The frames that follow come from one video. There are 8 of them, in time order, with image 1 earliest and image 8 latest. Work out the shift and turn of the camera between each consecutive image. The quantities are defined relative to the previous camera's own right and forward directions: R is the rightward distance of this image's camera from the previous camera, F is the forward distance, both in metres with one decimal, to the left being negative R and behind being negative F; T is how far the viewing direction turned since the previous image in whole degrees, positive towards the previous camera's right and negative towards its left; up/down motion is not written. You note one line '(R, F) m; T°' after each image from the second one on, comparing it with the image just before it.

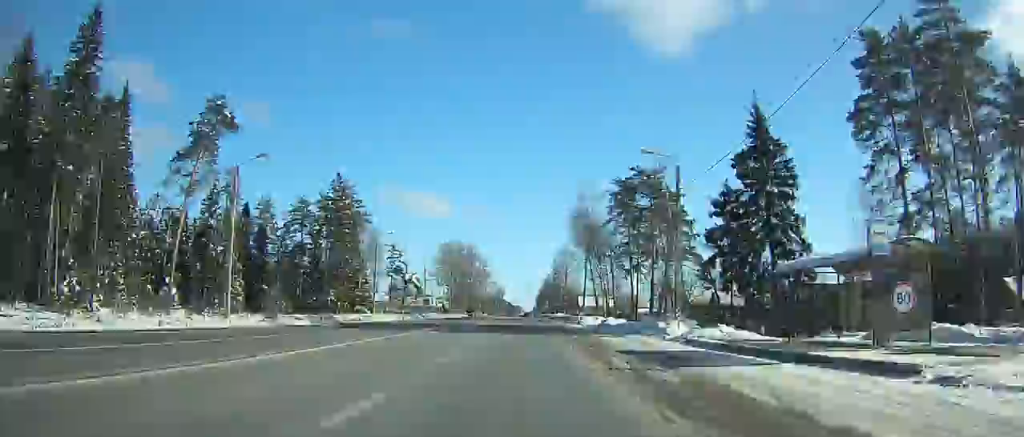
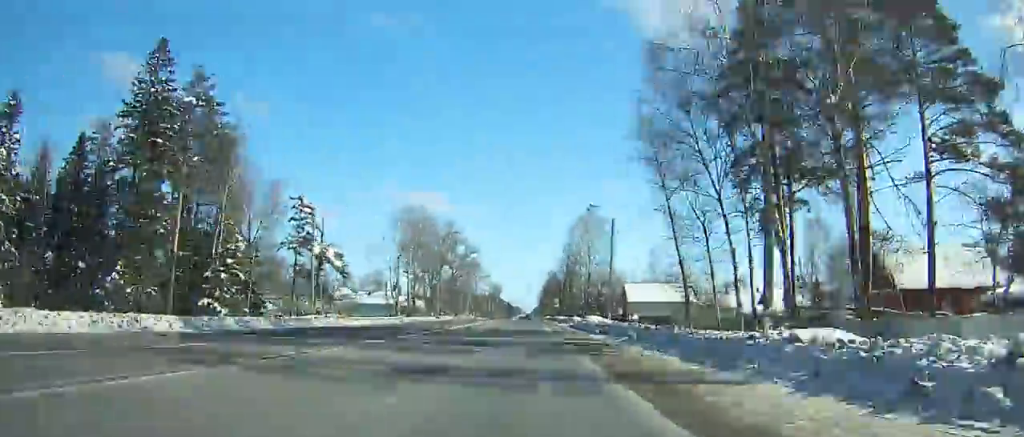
(-0.9, +51.2) m; -2°
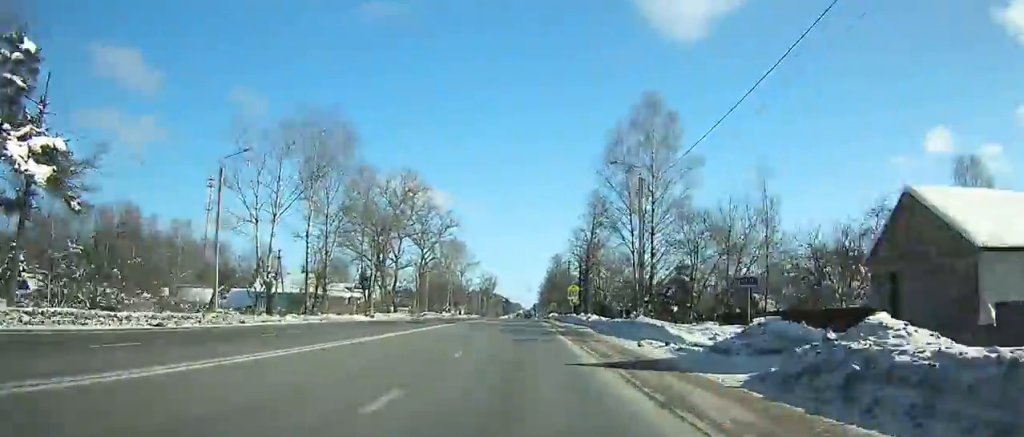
(+0.3, +42.5) m; -2°
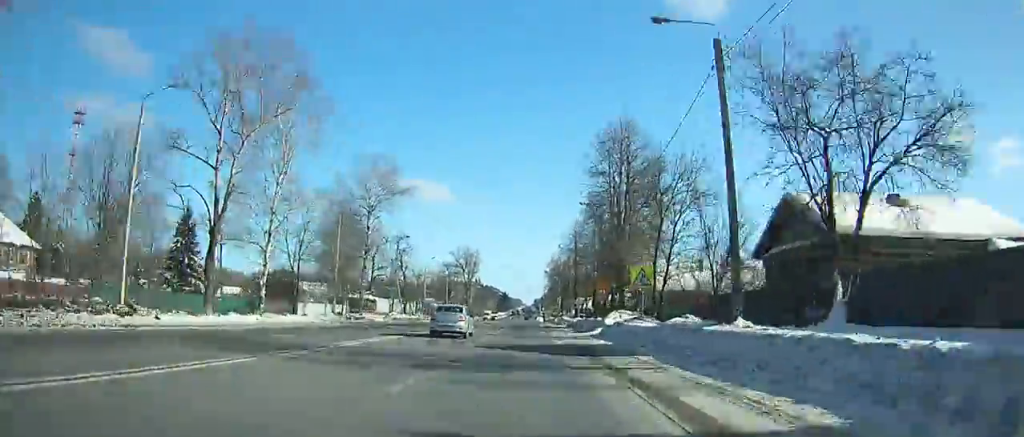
(+4.3, +102.9) m; +6°
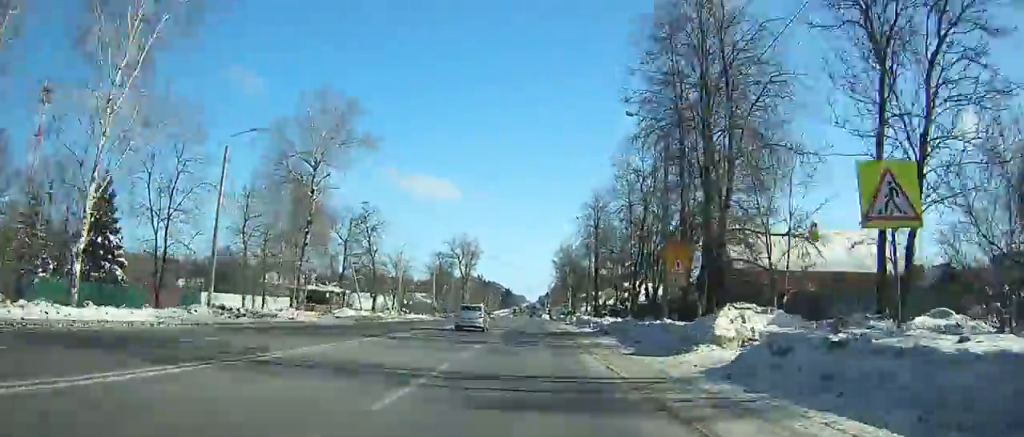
(+0.1, +26.7) m; 0°
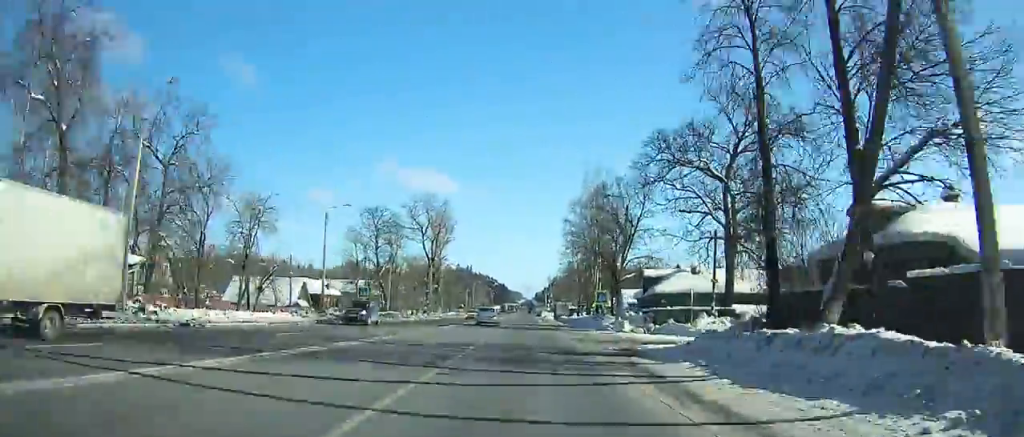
(-0.3, +61.2) m; -1°
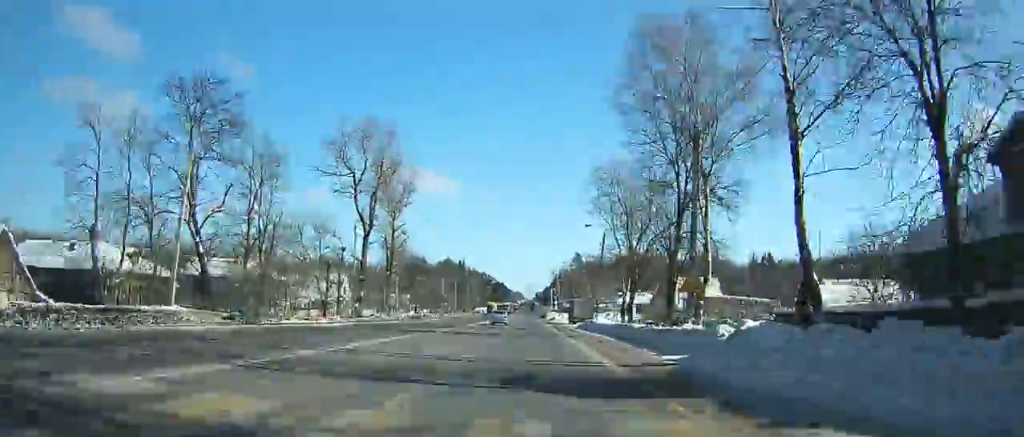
(-0.4, +50.8) m; -1°
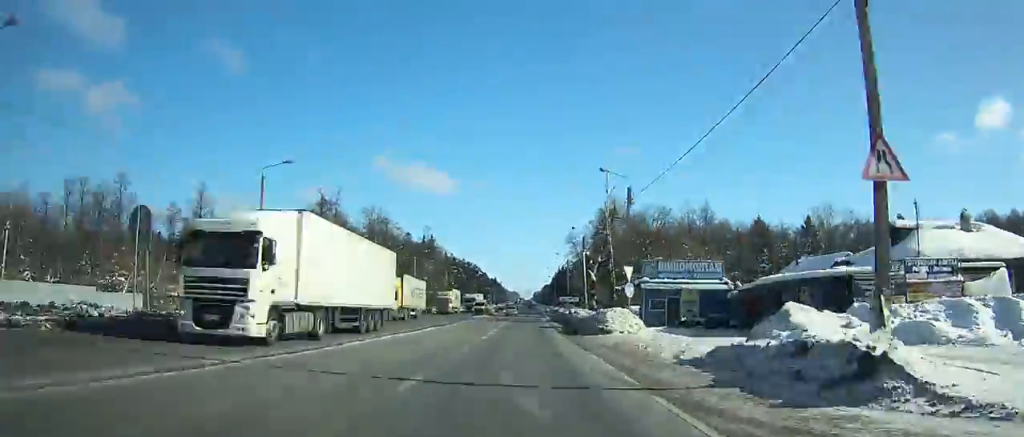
(-0.5, +108.6) m; -4°
